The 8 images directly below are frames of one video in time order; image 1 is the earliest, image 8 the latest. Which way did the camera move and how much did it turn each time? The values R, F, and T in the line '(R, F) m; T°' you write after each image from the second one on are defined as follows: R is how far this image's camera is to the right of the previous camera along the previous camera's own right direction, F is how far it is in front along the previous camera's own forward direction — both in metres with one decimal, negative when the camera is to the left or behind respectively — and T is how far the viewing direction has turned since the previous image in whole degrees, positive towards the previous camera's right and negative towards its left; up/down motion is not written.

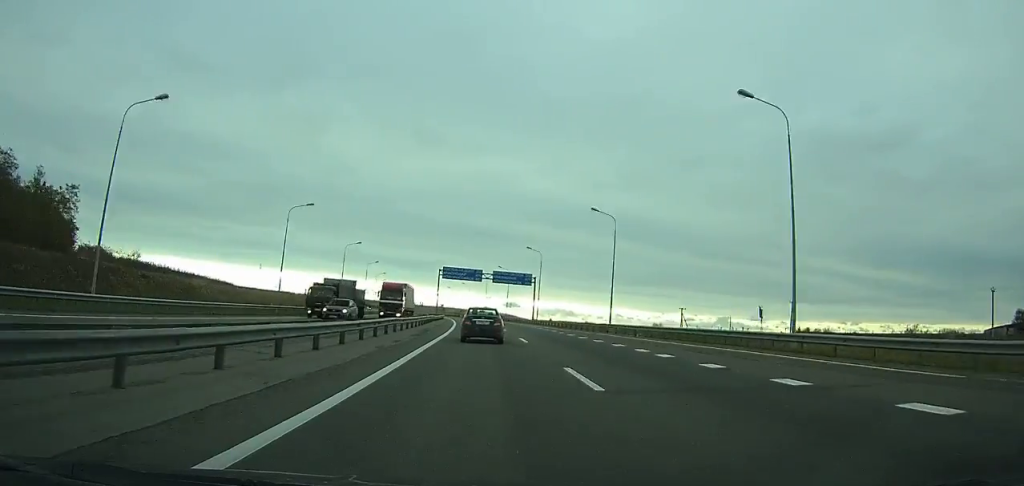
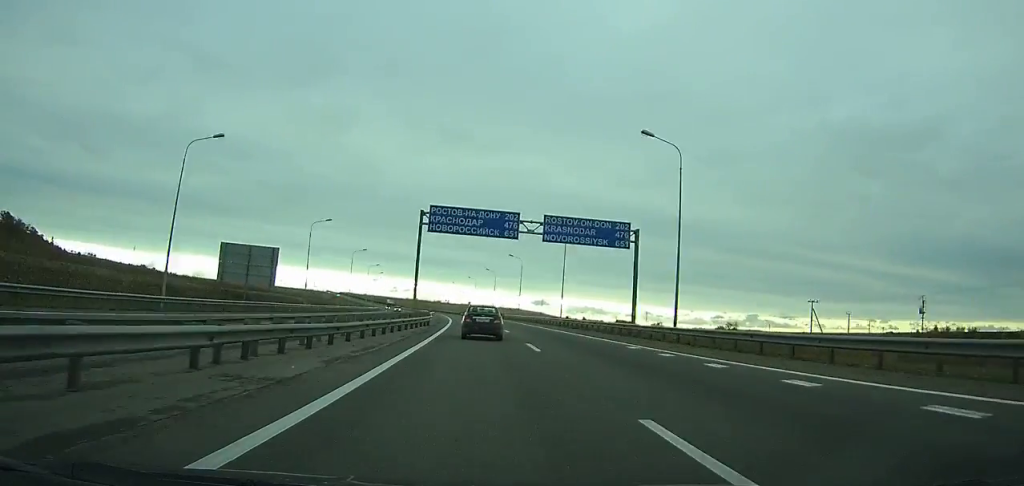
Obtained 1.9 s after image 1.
(-1.2, +53.3) m; -3°
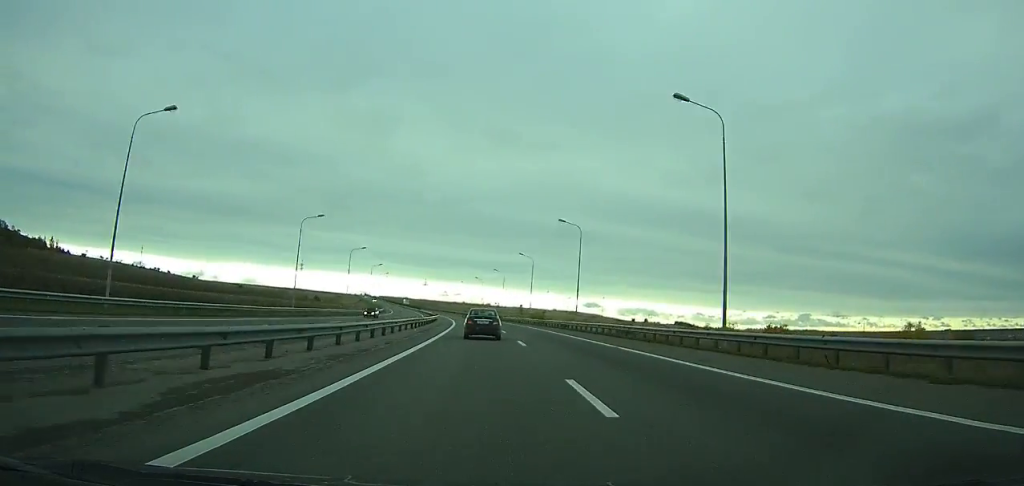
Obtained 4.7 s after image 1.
(-2.8, +78.5) m; -4°
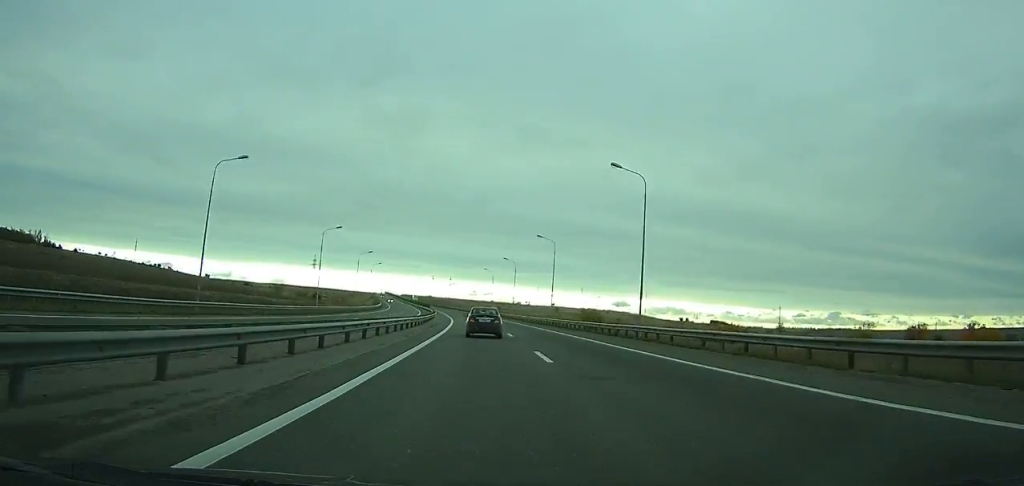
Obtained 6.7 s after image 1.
(-1.1, +56.2) m; -3°
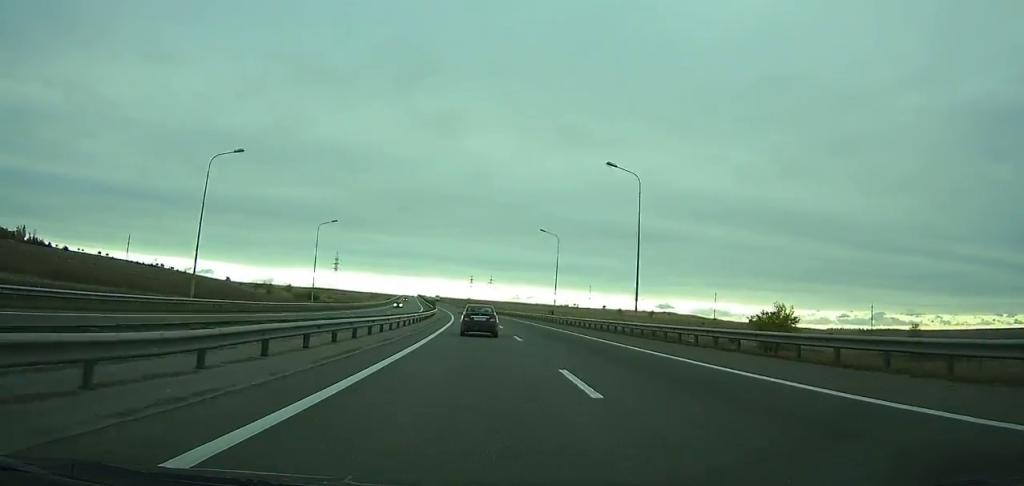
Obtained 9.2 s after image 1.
(-3.0, +70.3) m; -4°
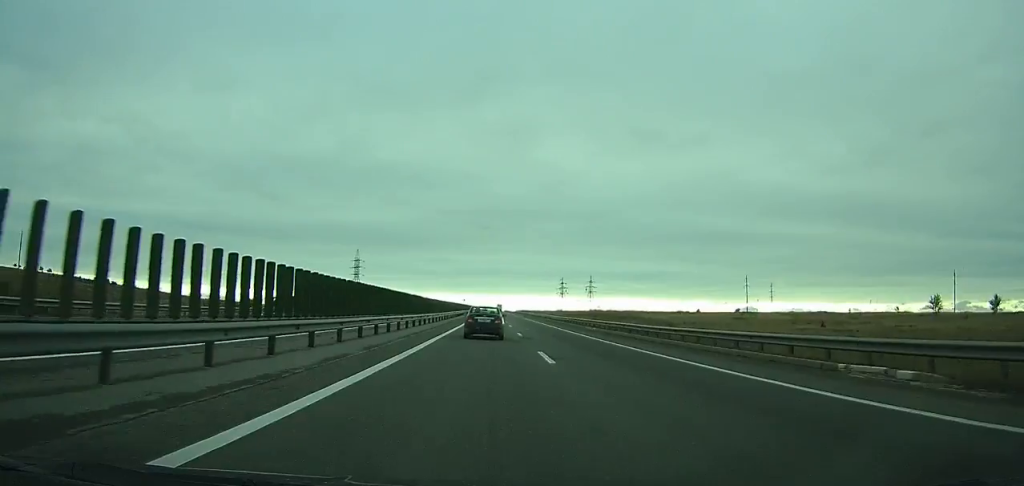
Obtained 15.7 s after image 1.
(-16.3, +183.6) m; -9°
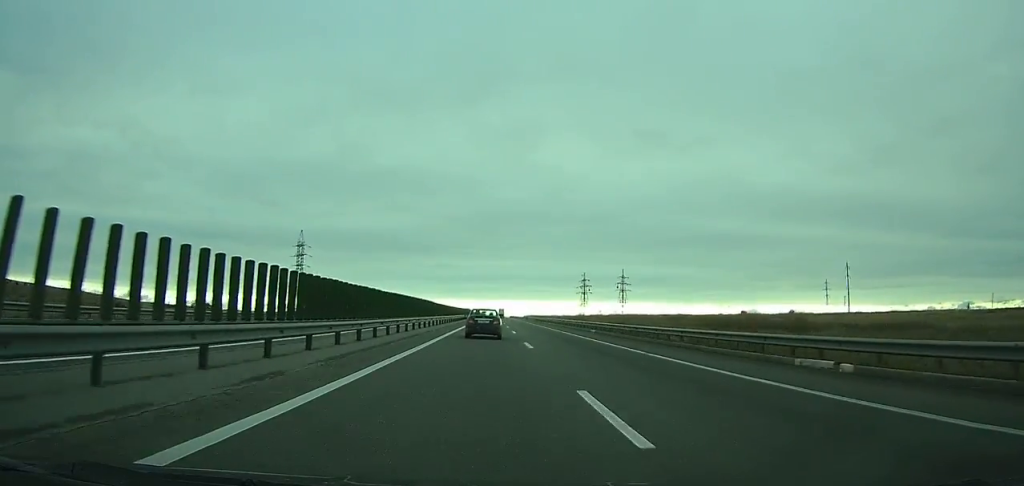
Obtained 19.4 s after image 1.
(-1.8, +105.2) m; -1°
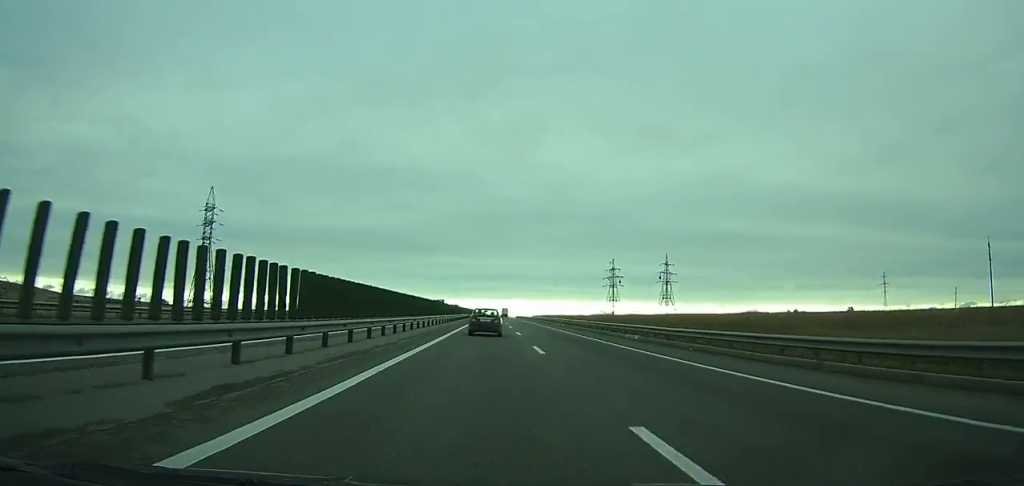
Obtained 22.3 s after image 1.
(+0.1, +82.3) m; 0°
